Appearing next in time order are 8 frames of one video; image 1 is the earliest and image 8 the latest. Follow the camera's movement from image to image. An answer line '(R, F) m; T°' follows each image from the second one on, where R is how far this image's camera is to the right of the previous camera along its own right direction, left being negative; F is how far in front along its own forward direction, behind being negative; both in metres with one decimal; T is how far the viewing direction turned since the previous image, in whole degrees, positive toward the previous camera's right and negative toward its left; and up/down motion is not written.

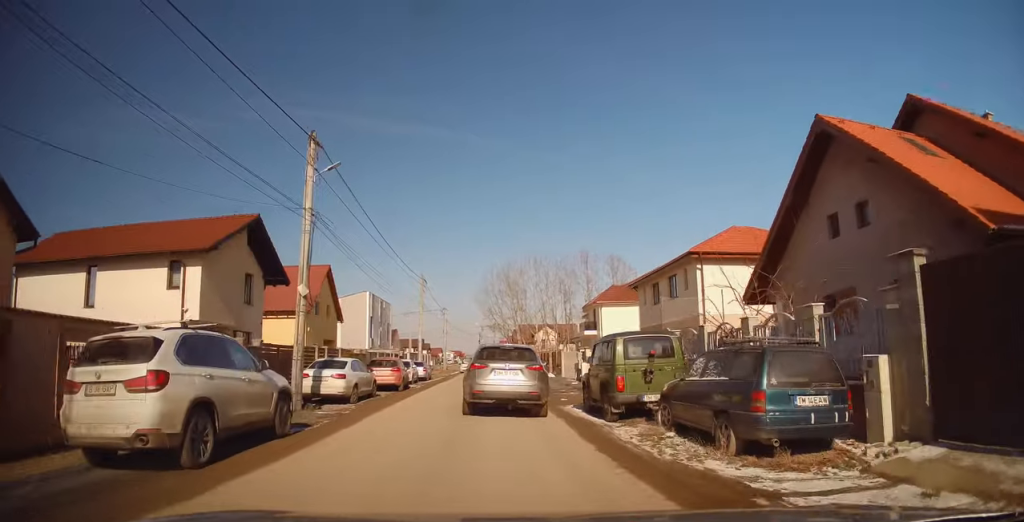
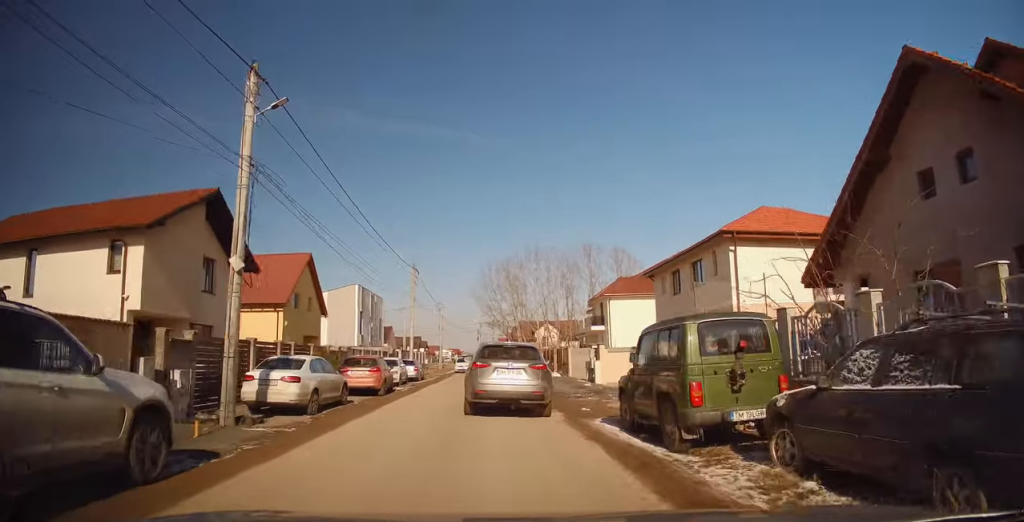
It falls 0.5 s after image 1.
(+0.1, +4.0) m; -1°
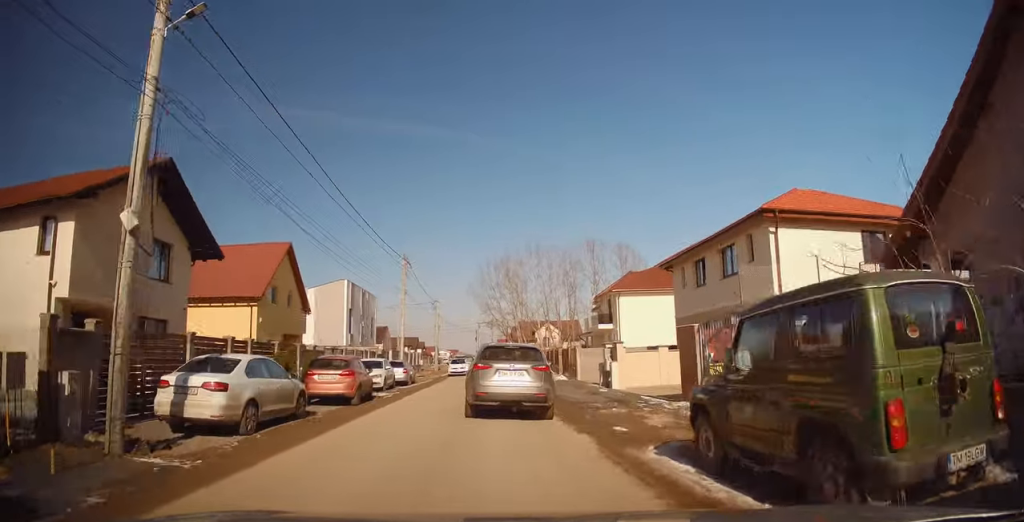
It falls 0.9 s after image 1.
(-0.2, +3.7) m; 0°
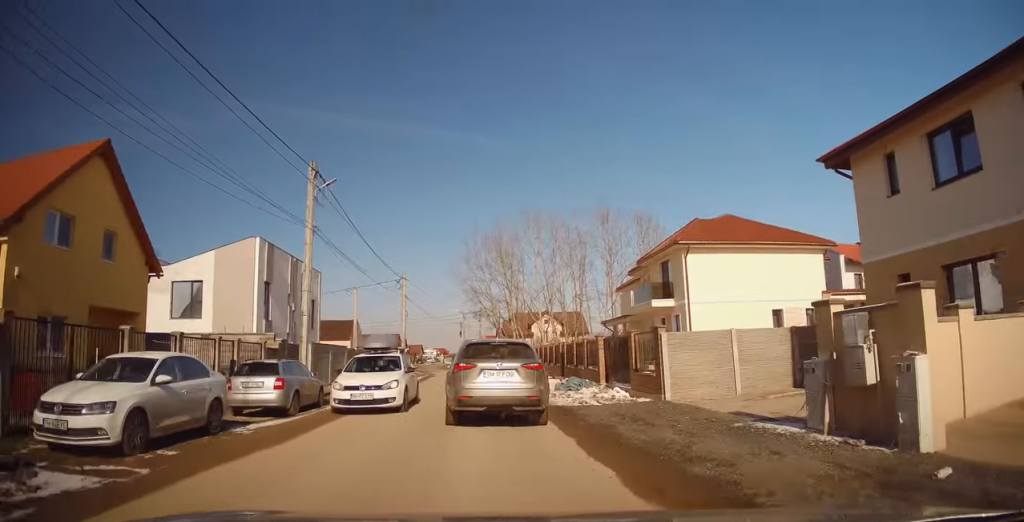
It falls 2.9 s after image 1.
(+0.4, +16.9) m; +4°
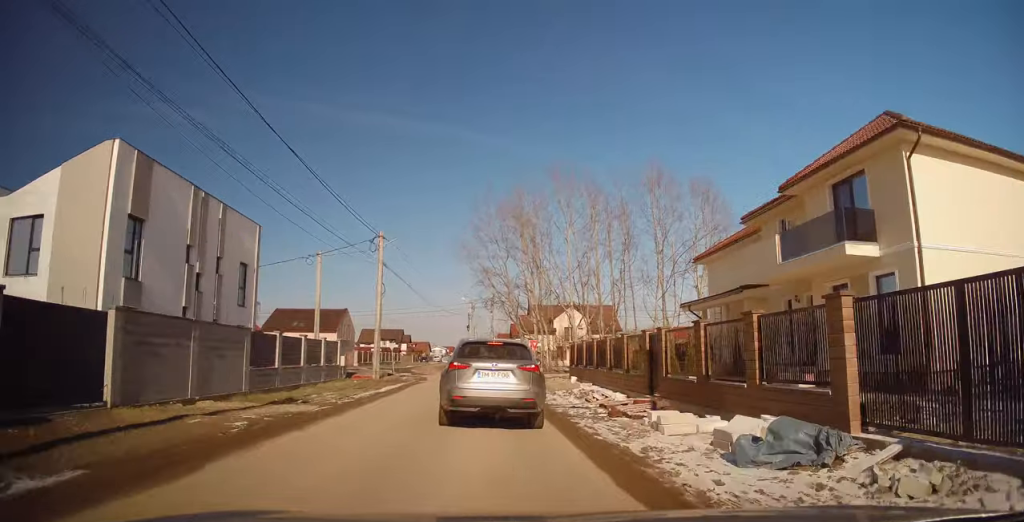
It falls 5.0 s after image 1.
(-0.4, +15.2) m; -3°
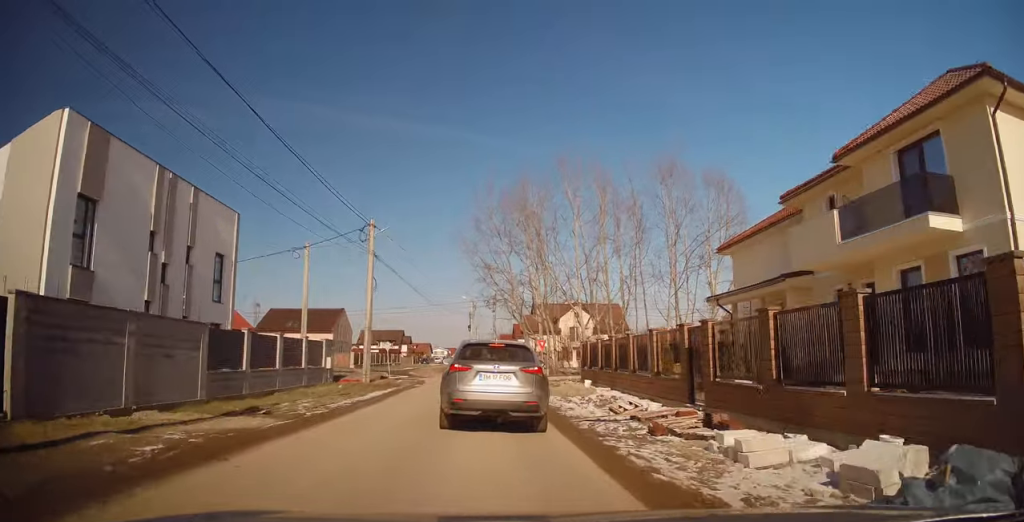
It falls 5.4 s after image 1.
(0.0, +3.0) m; 0°
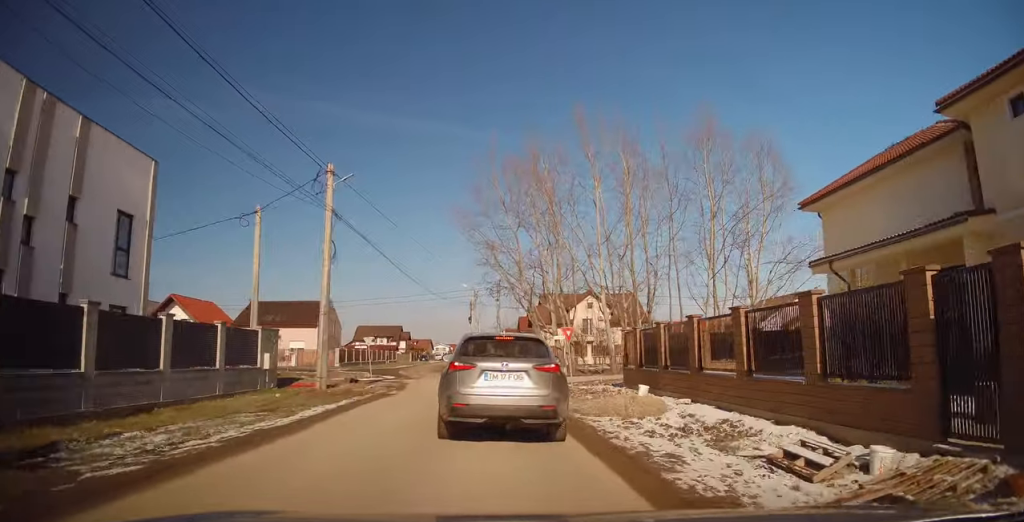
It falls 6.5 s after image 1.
(0.0, +7.2) m; 0°
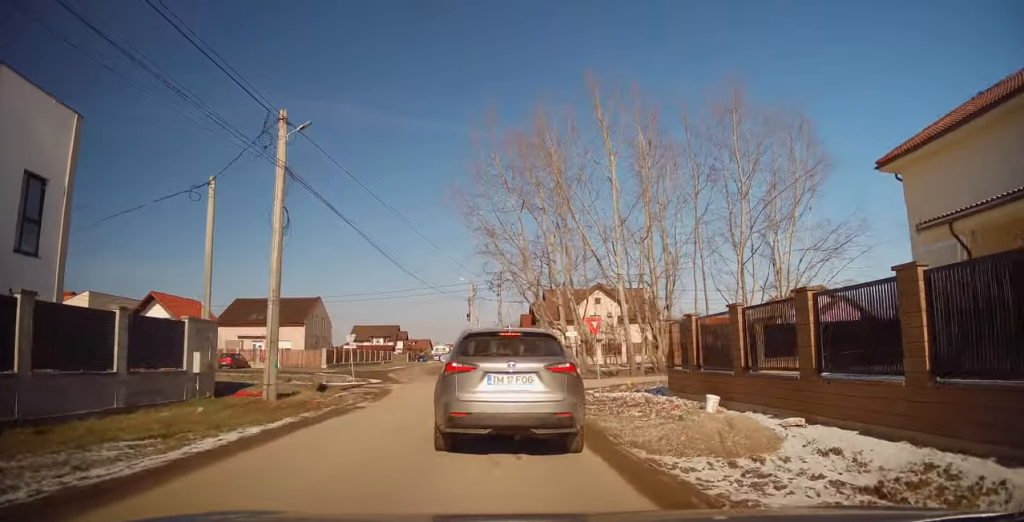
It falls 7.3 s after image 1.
(0.0, +4.5) m; +1°
